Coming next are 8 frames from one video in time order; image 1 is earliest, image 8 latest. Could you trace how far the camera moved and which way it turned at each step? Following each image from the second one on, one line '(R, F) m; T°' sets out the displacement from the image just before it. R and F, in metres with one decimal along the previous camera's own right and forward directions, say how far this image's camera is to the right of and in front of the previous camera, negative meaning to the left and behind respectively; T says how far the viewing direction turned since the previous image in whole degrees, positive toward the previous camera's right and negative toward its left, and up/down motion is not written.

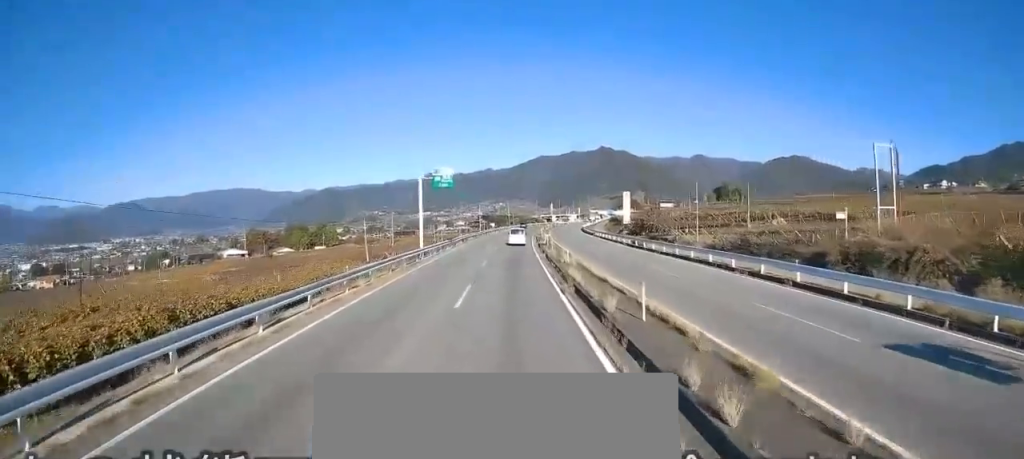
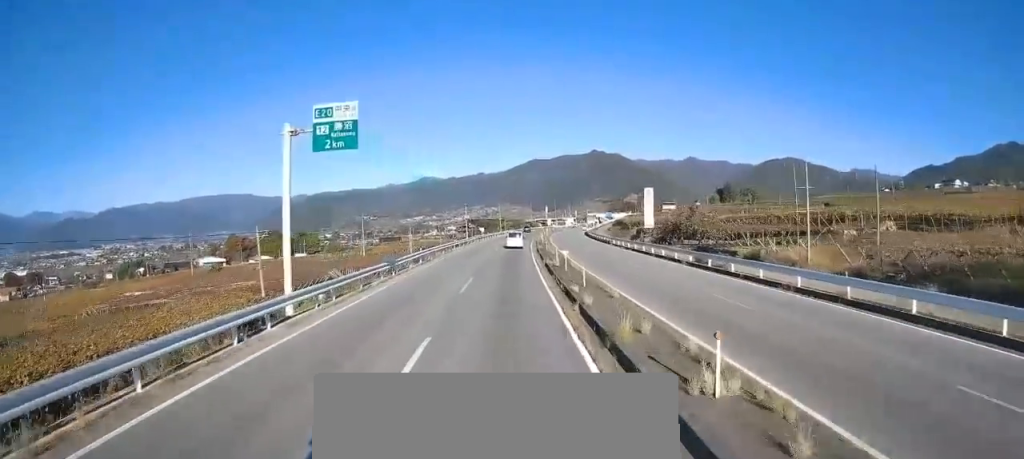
(-0.2, +24.3) m; -2°
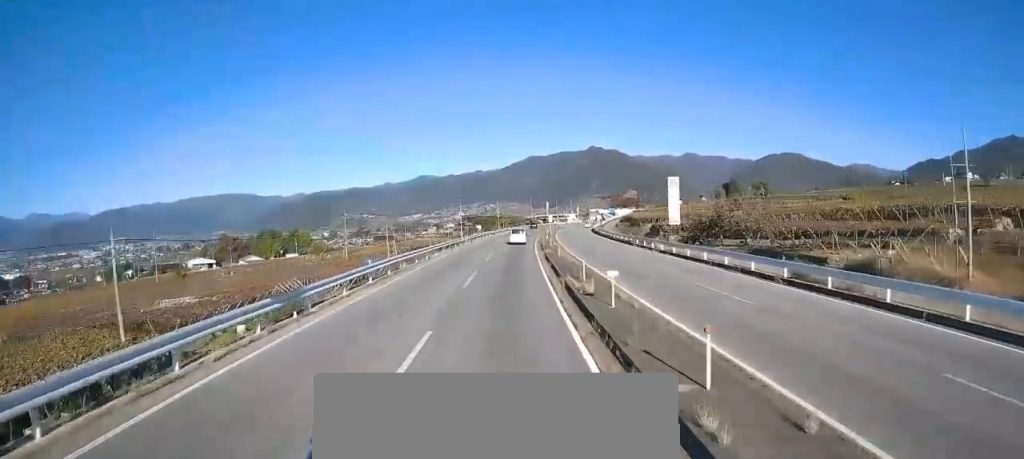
(-0.4, +14.5) m; 0°
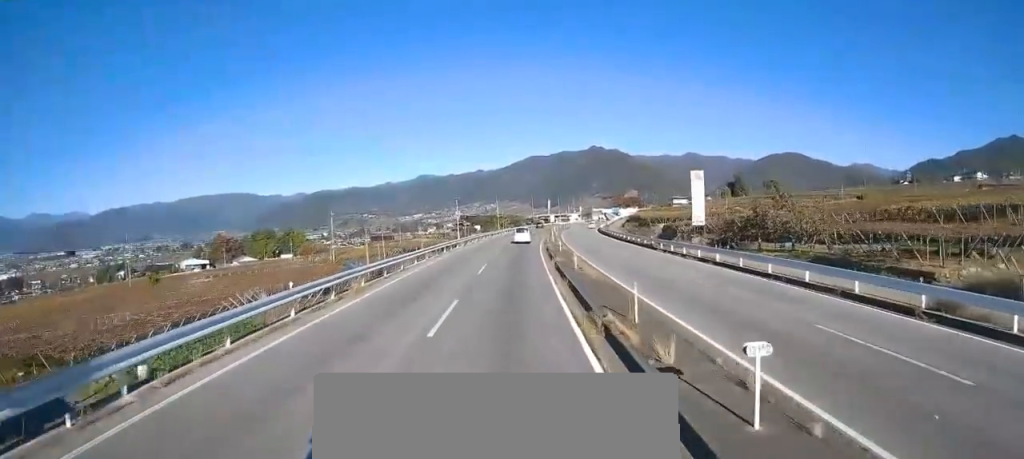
(+0.2, +9.7) m; +1°
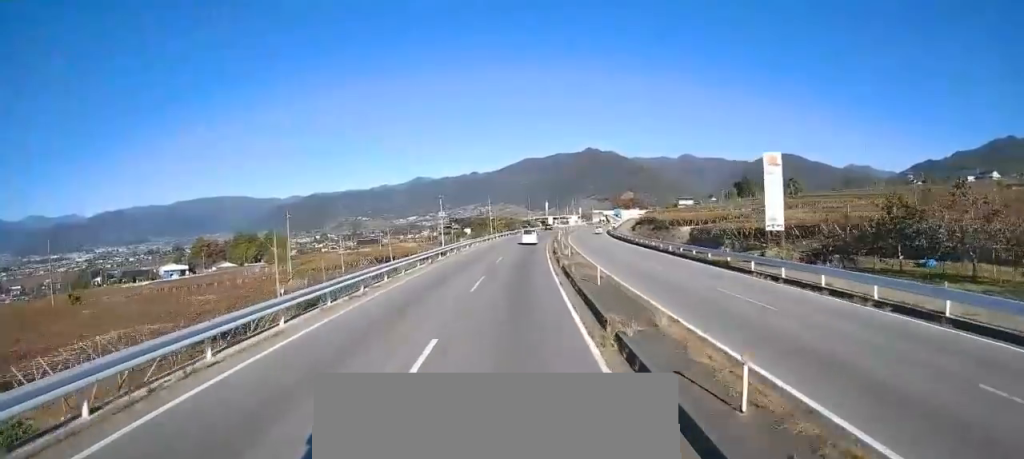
(+0.4, +20.9) m; +2°
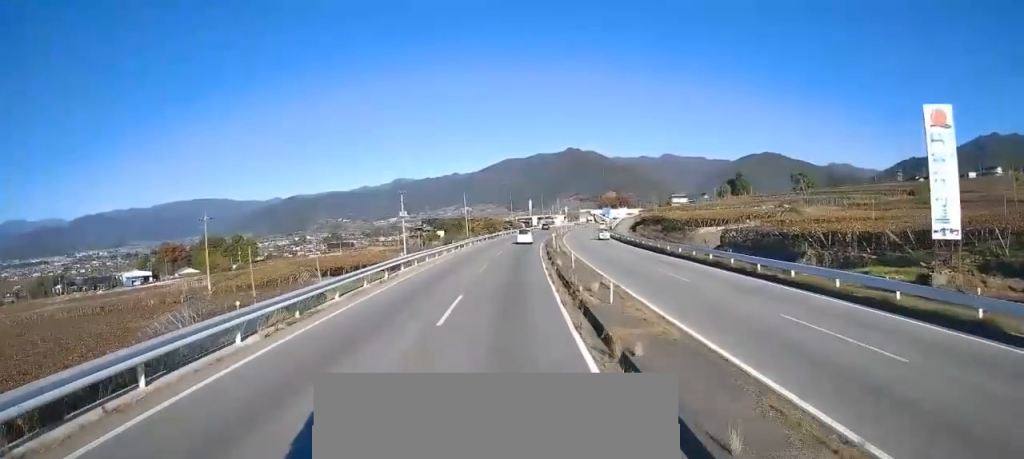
(+0.1, +21.2) m; +1°
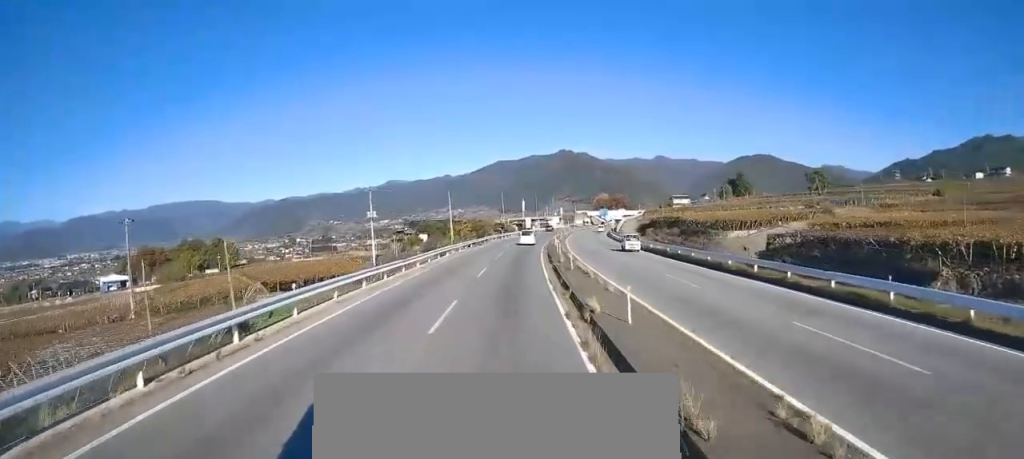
(0.0, +15.8) m; +1°
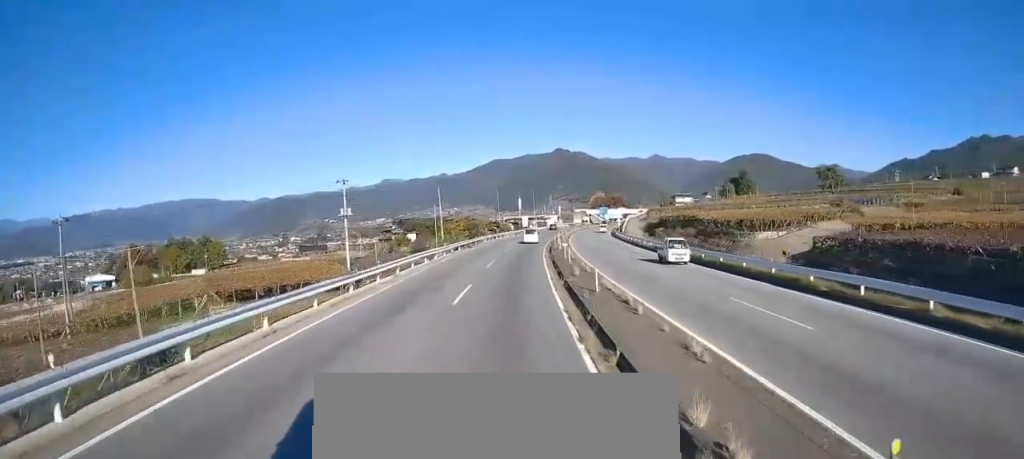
(+0.1, +10.2) m; 0°
